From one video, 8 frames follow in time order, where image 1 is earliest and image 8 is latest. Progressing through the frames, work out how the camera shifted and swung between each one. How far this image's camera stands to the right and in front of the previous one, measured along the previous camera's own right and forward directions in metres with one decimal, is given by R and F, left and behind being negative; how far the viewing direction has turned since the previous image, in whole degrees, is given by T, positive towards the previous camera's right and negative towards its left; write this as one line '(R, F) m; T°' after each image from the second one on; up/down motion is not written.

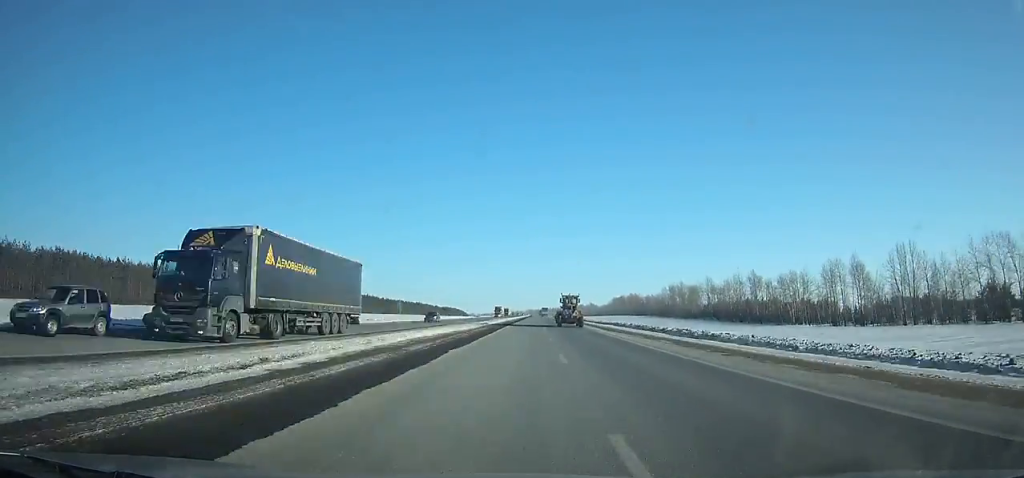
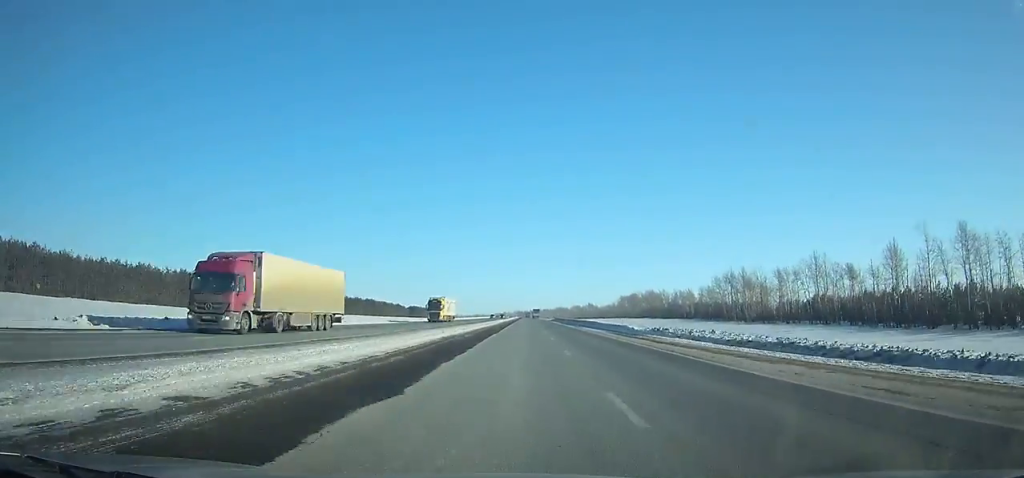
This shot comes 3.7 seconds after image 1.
(+0.8, +115.1) m; +1°
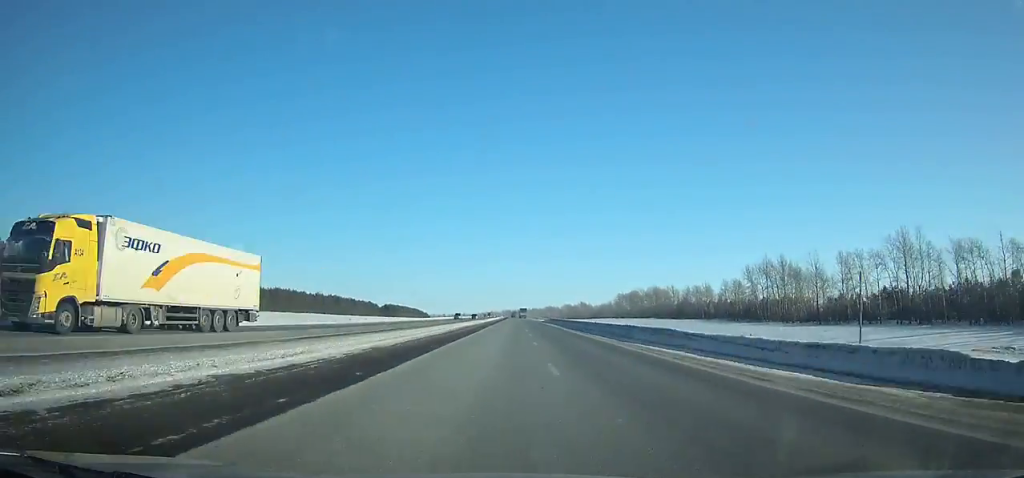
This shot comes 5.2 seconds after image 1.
(+0.4, +47.5) m; 0°
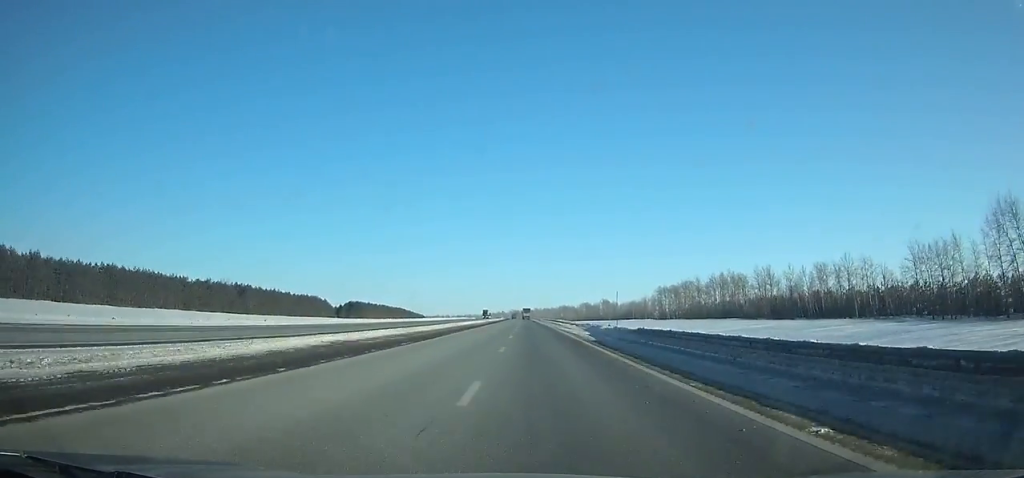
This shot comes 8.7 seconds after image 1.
(+0.4, +107.7) m; 0°
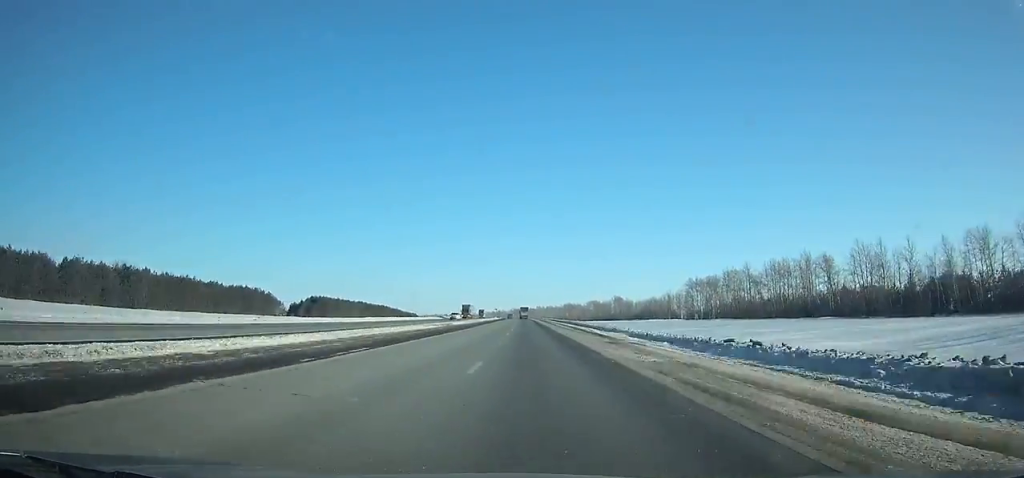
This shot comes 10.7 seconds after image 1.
(-0.3, +59.1) m; 0°
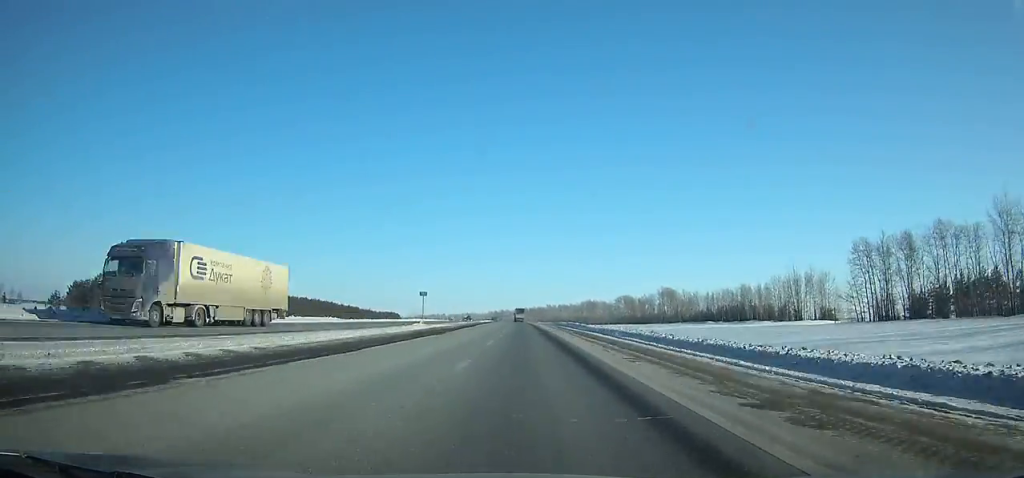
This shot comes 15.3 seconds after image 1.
(-1.0, +132.1) m; -1°
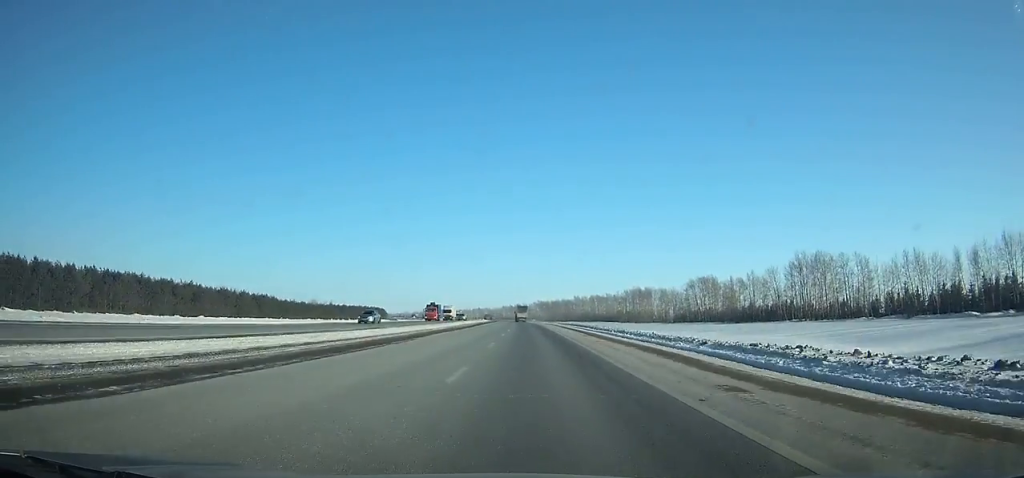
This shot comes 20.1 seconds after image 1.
(-1.9, +134.1) m; -2°
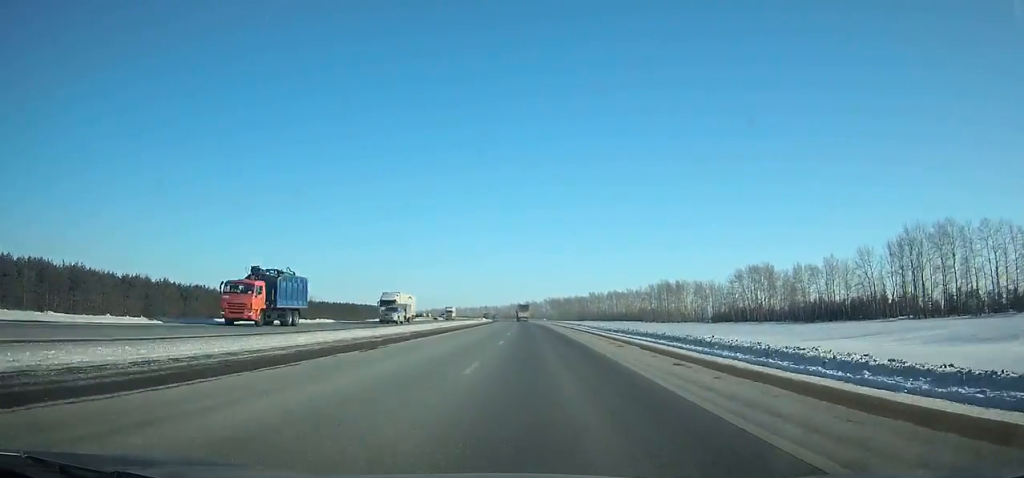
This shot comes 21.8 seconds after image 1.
(-0.3, +47.3) m; -1°
